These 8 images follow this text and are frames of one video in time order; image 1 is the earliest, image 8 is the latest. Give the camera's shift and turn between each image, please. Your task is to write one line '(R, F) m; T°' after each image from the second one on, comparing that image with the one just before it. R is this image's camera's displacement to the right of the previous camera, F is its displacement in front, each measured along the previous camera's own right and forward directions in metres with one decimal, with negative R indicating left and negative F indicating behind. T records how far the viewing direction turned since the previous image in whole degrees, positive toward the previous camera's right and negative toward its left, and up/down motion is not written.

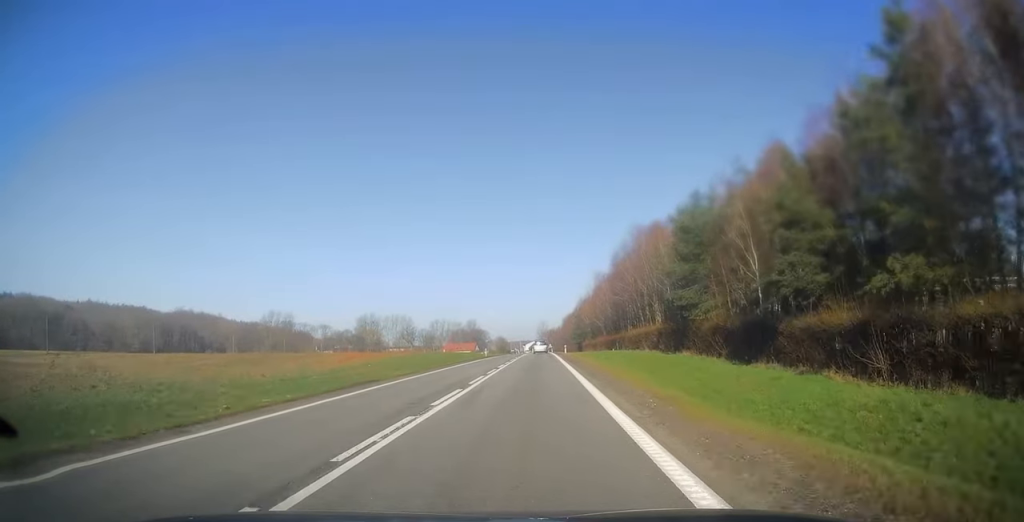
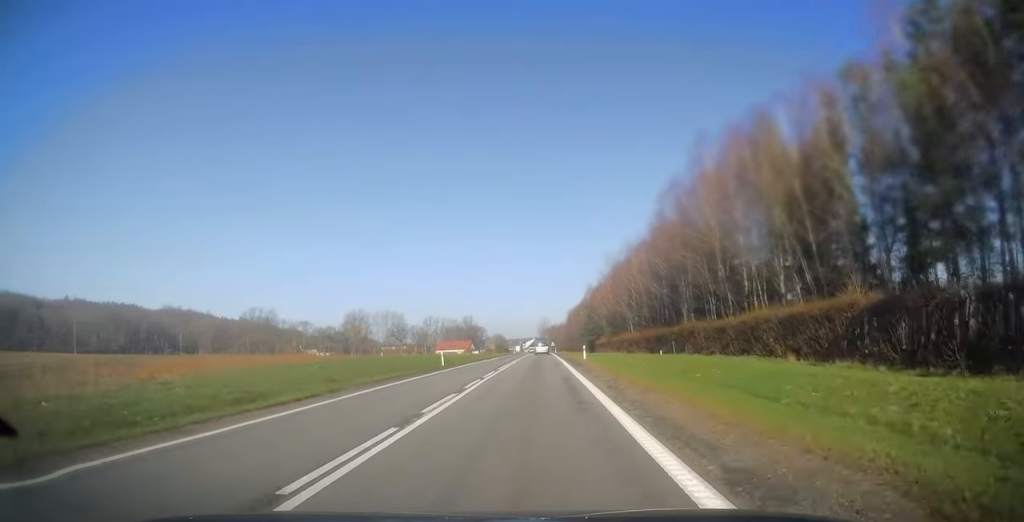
(+0.2, +33.4) m; +1°
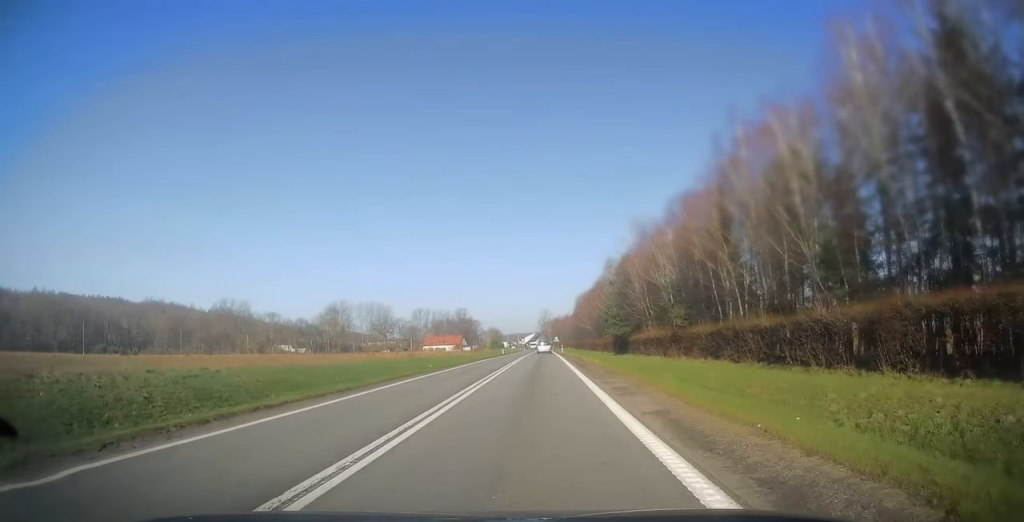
(-0.1, +46.9) m; -1°
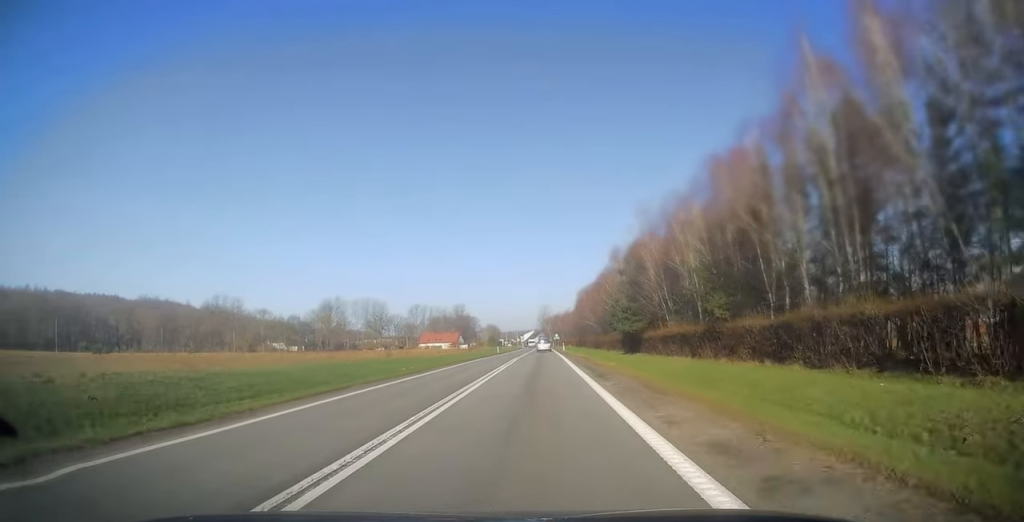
(-0.2, +10.3) m; 0°
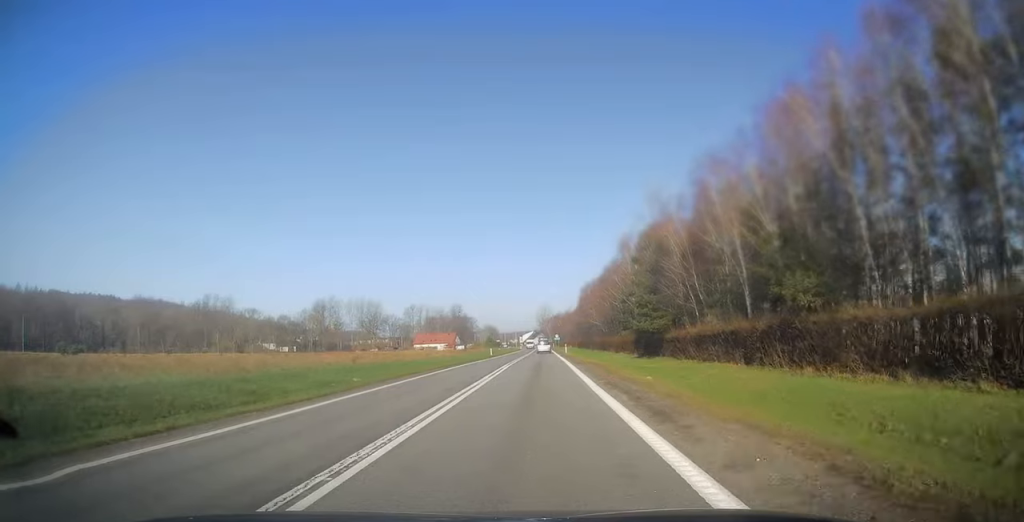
(0.0, +11.7) m; 0°
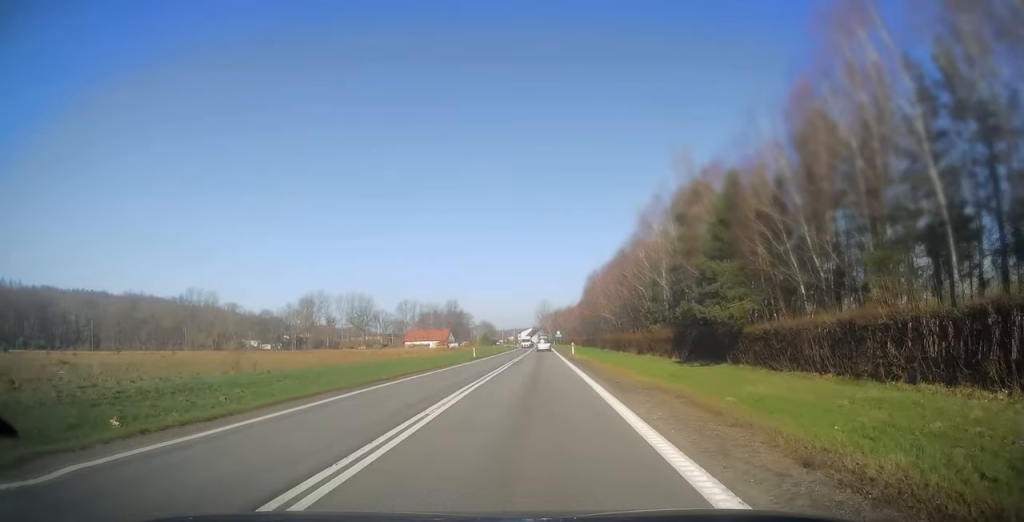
(+0.2, +19.7) m; +1°
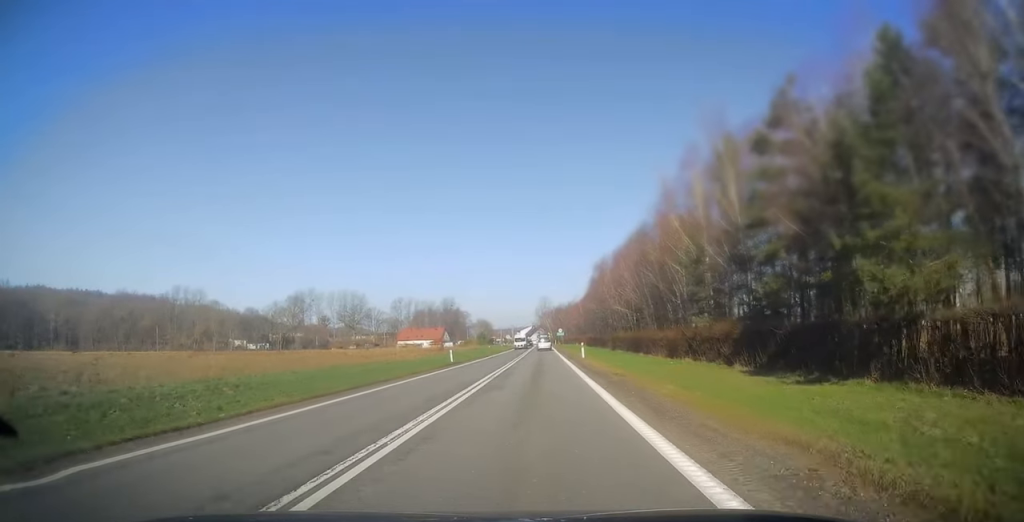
(+0.1, +15.2) m; 0°
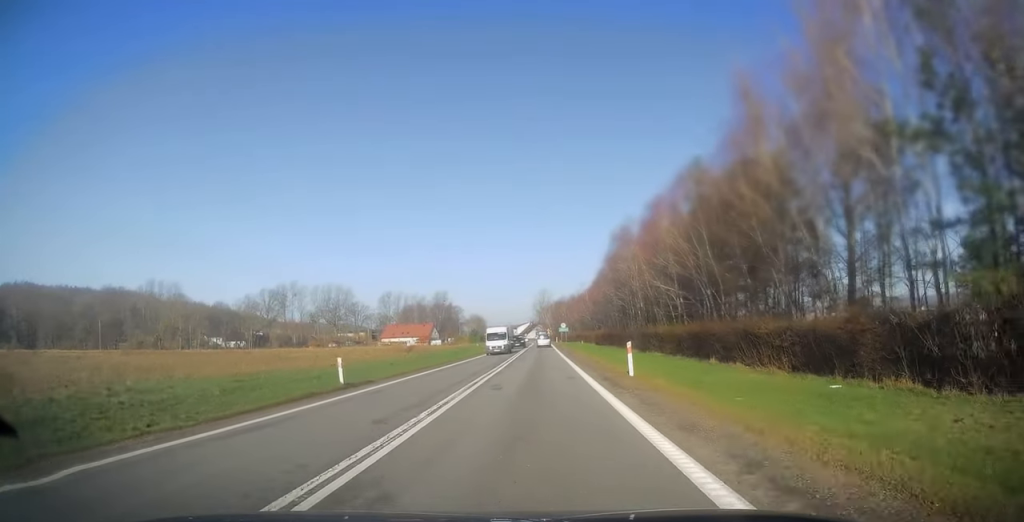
(0.0, +25.3) m; -1°
